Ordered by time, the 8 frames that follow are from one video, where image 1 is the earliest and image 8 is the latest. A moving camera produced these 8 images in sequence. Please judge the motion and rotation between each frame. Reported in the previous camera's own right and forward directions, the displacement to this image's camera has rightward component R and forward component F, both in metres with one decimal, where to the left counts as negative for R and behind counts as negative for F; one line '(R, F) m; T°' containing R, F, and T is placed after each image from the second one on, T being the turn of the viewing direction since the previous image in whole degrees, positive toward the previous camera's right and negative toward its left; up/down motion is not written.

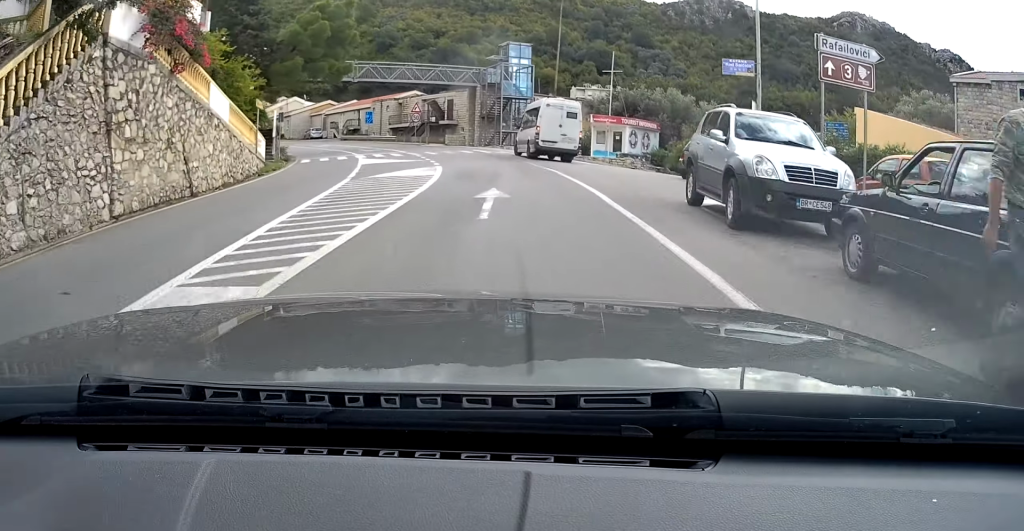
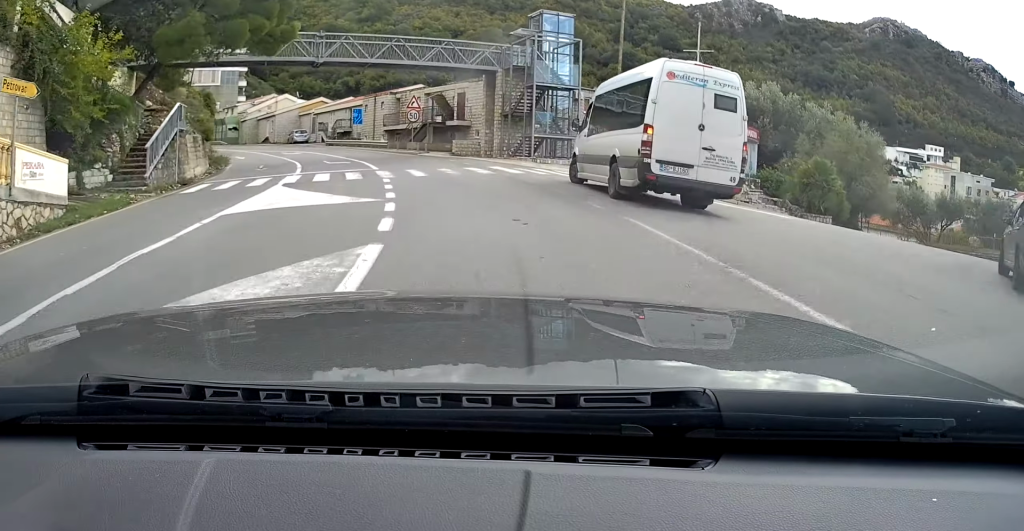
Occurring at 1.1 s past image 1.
(-0.1, +16.4) m; -3°
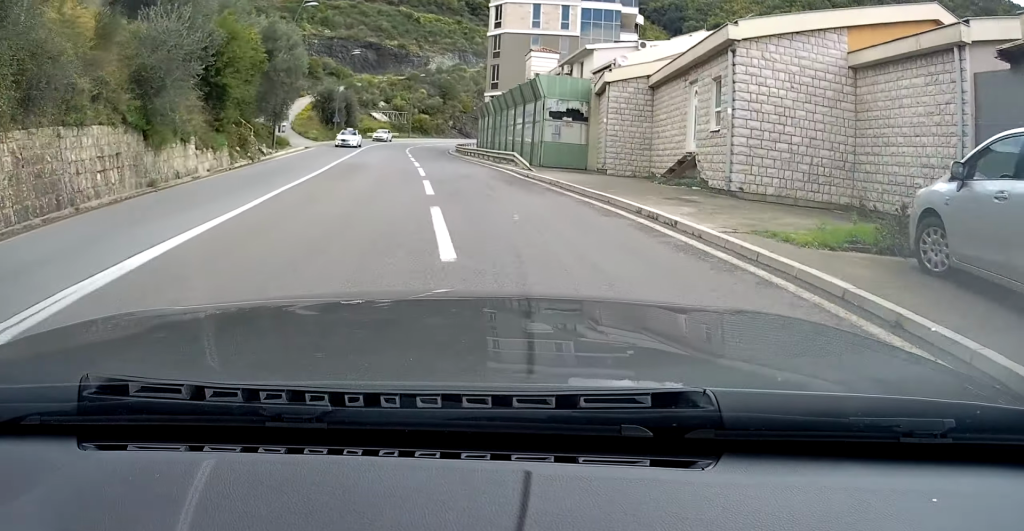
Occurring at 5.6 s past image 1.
(-14.7, +68.2) m; -28°
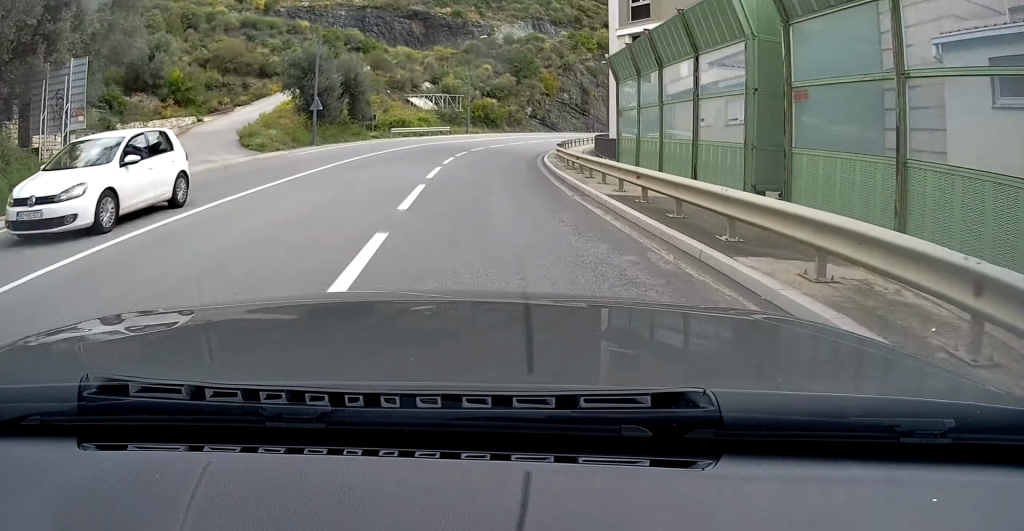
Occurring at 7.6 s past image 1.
(-4.6, +34.7) m; -8°
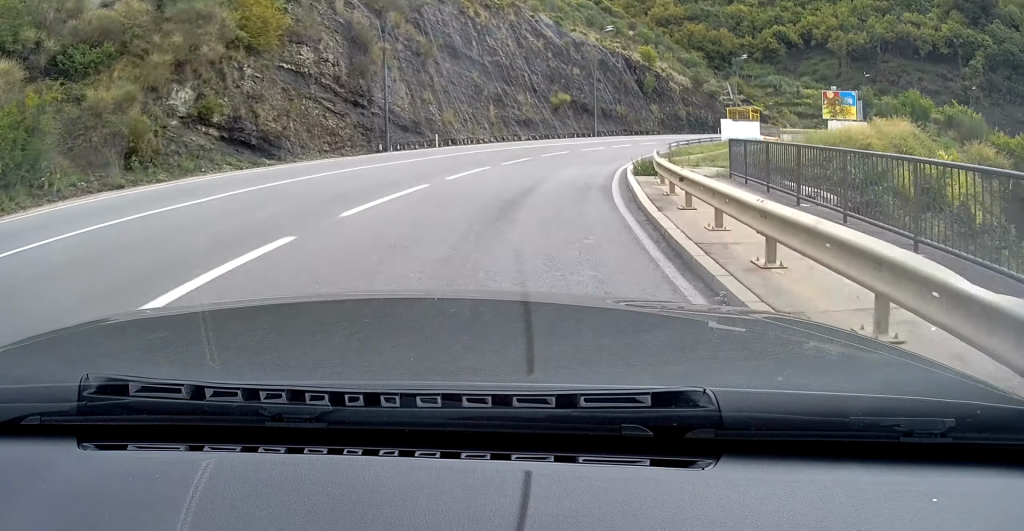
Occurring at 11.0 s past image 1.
(+4.2, +57.7) m; +19°
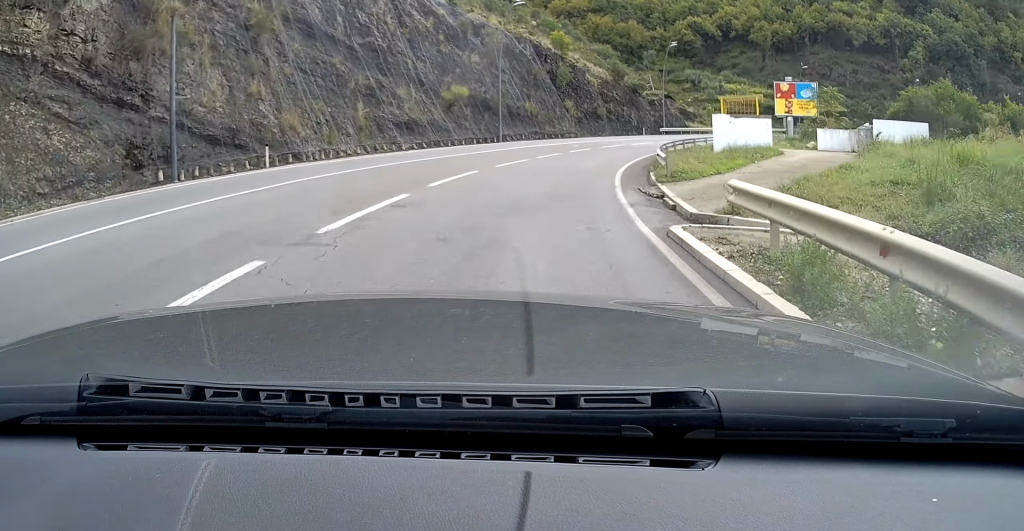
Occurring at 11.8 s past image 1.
(+0.2, +14.4) m; +10°
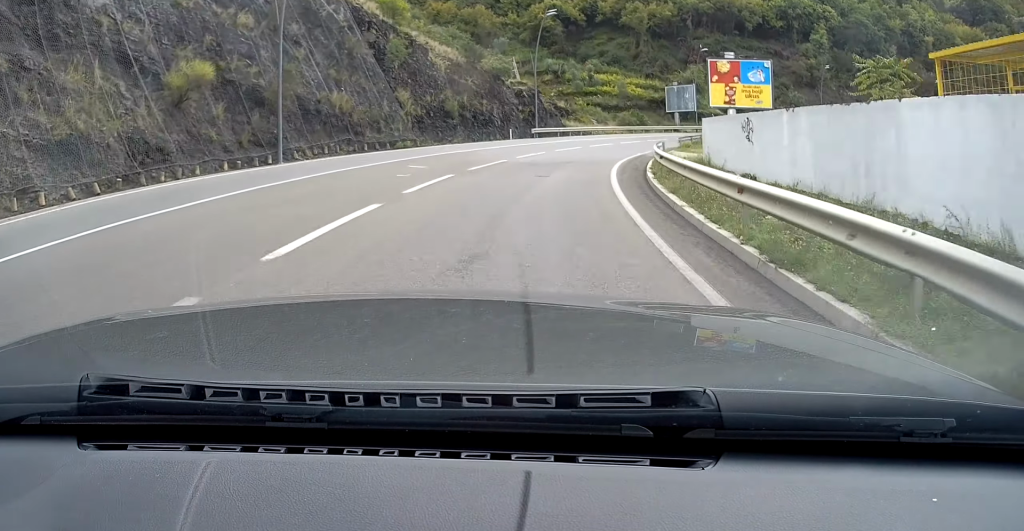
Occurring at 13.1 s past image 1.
(+3.3, +20.8) m; +15°
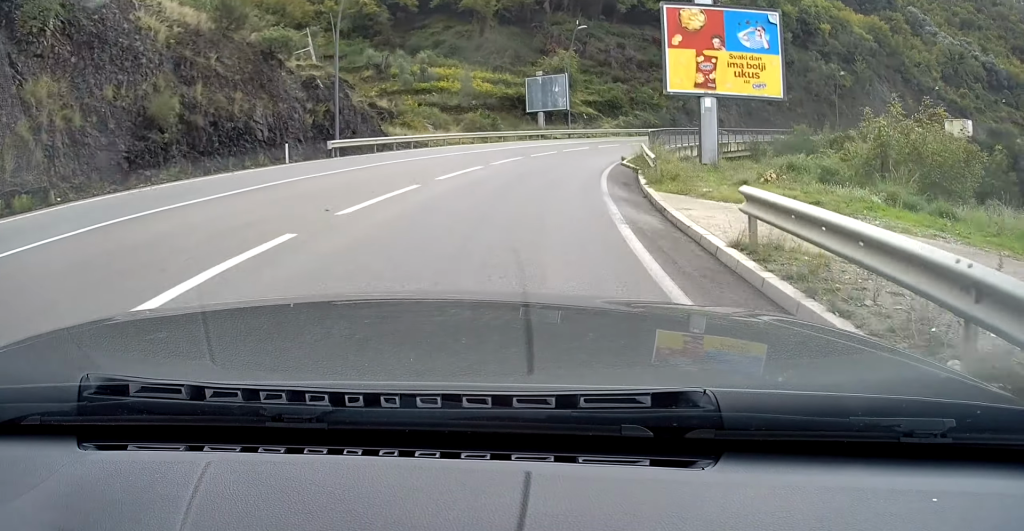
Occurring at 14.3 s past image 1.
(+2.0, +21.8) m; +15°
